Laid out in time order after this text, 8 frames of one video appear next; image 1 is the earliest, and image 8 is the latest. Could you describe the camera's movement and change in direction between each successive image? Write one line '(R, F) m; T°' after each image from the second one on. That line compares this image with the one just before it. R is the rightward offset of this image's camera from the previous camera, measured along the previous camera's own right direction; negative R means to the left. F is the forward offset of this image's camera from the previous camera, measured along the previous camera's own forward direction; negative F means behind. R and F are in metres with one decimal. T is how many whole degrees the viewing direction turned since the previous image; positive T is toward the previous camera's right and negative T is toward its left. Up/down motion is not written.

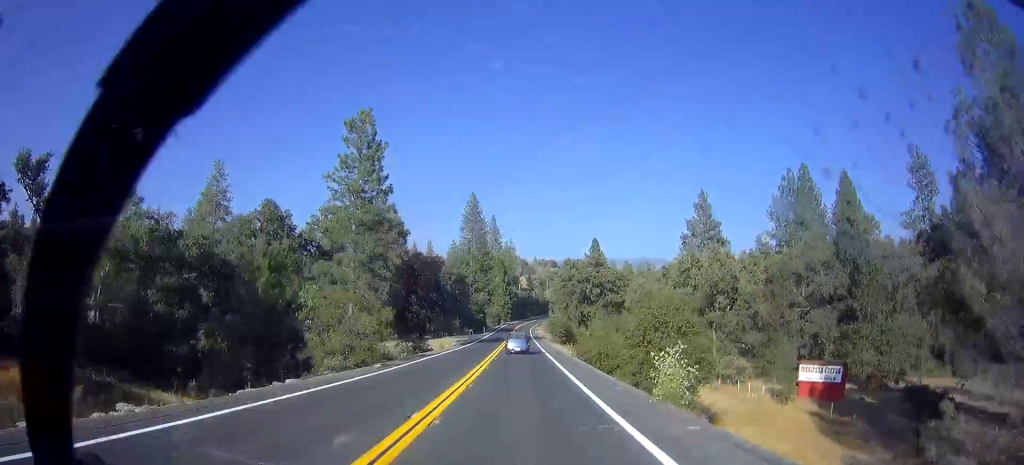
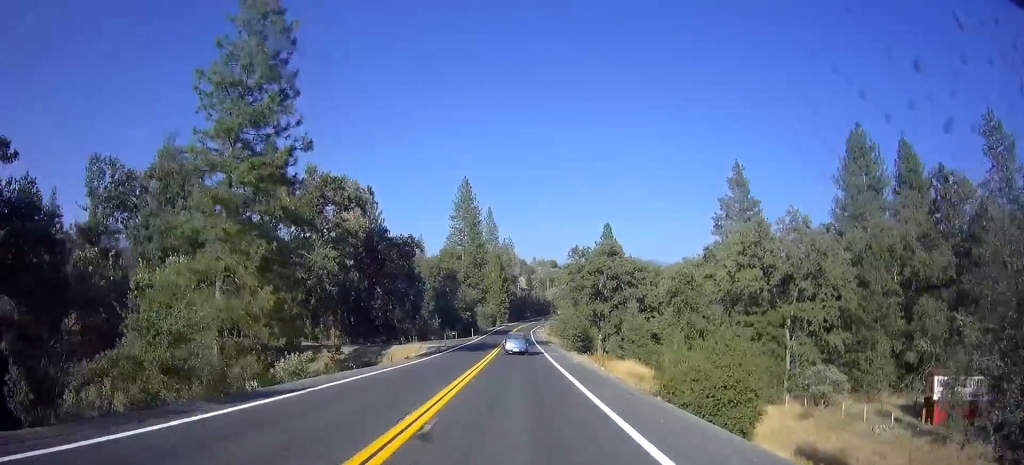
(0.0, +22.0) m; 0°
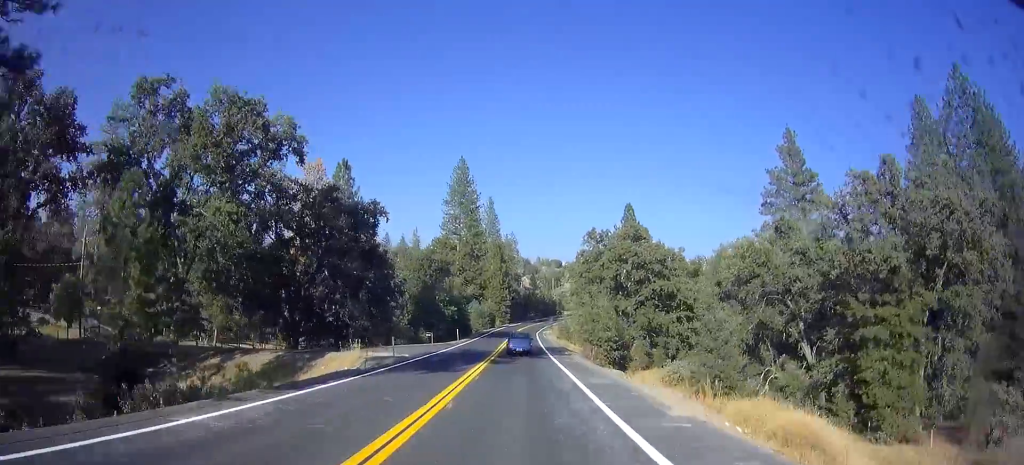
(+0.1, +20.2) m; 0°
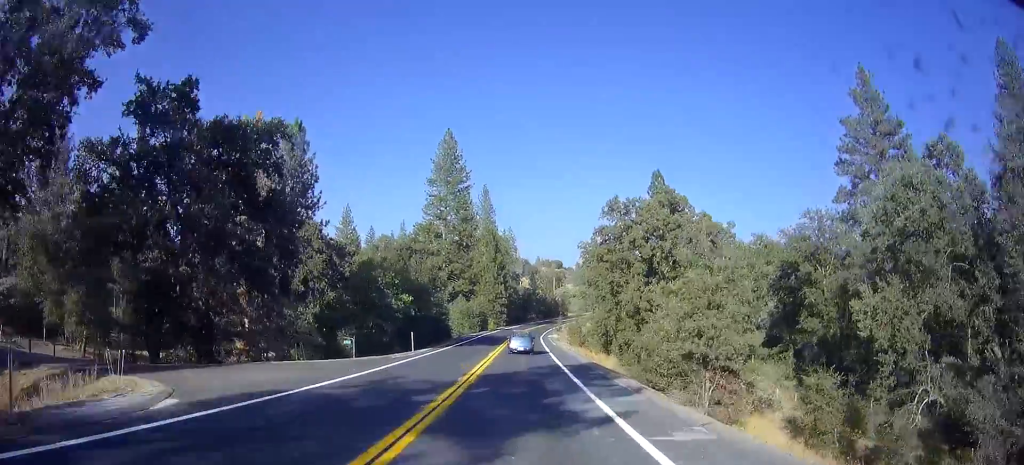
(-0.3, +22.4) m; -1°
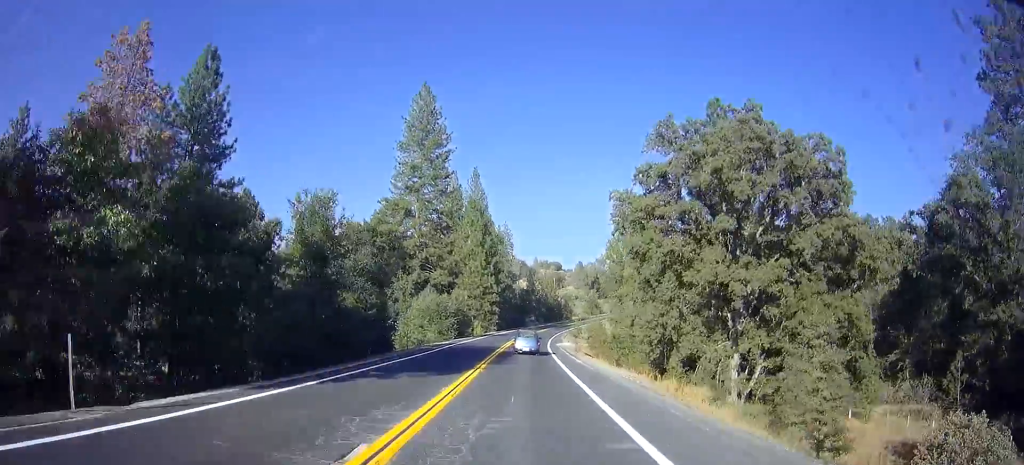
(+0.1, +26.1) m; +1°
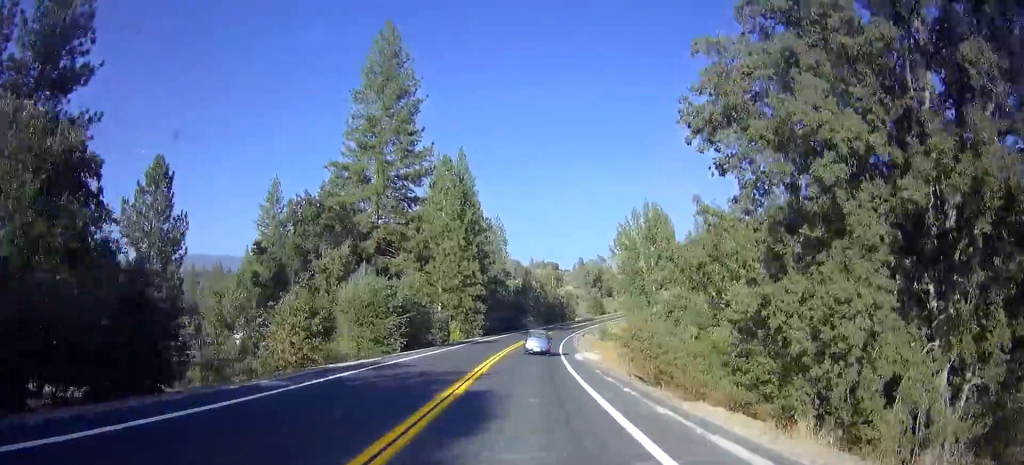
(+0.2, +22.8) m; +2°
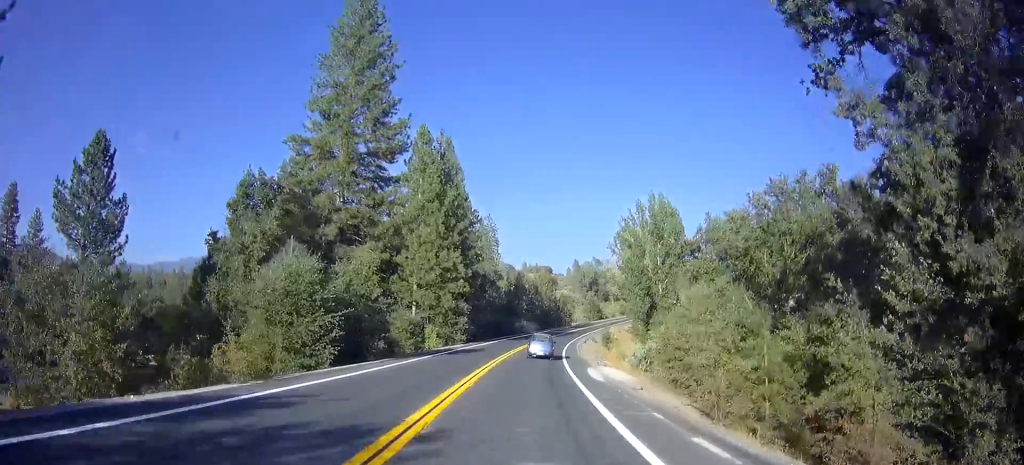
(+0.2, +10.8) m; +1°
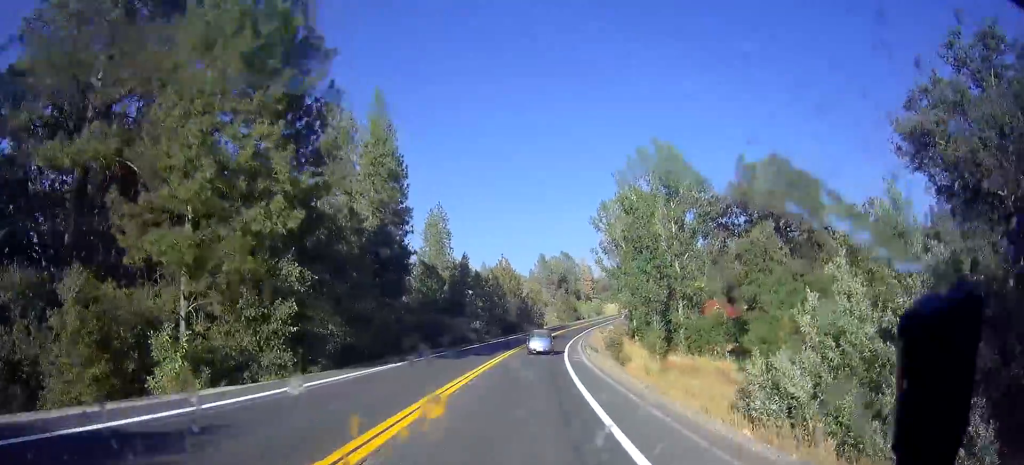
(+0.7, +32.0) m; +2°
